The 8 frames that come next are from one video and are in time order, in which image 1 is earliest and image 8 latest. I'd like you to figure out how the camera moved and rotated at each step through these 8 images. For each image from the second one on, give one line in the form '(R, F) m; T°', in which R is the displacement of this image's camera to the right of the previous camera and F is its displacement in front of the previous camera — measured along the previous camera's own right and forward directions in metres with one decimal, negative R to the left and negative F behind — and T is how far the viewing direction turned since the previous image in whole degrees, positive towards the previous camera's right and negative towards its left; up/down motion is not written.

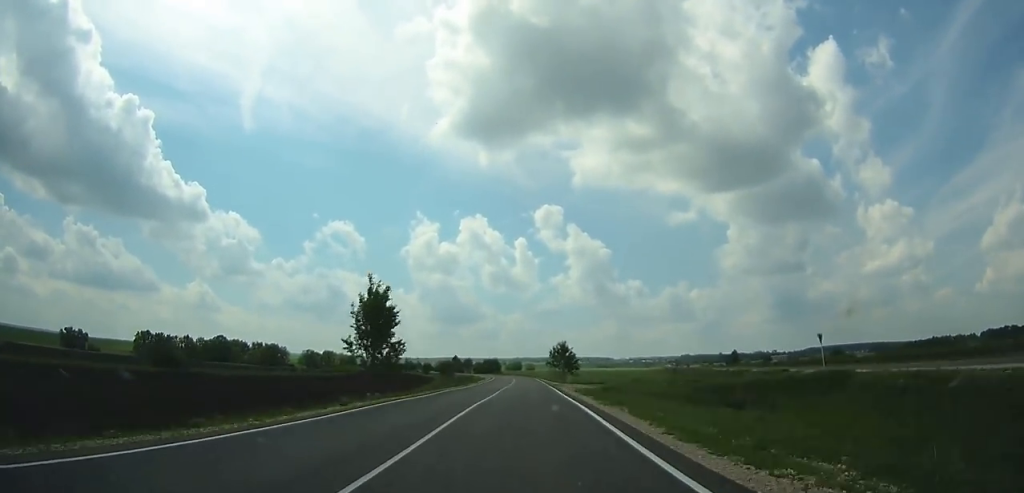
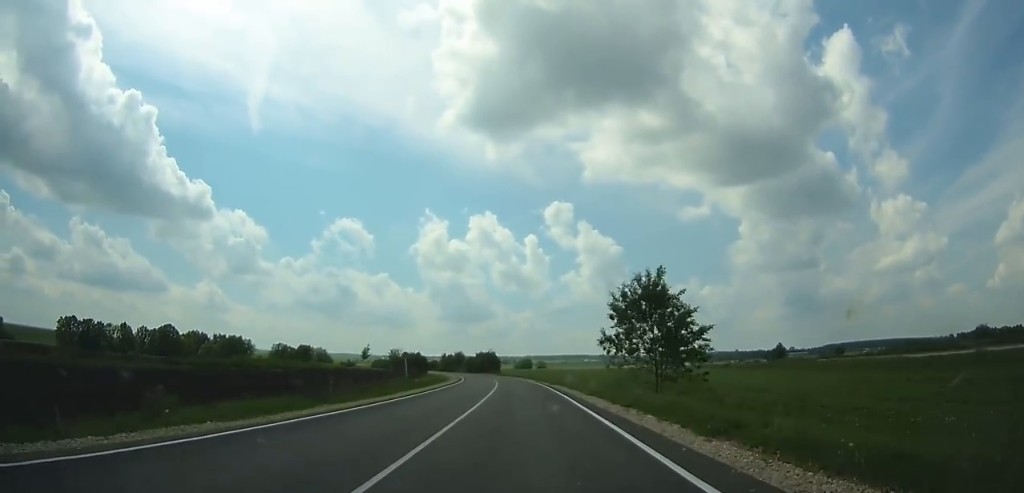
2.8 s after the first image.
(-1.4, +73.4) m; -3°
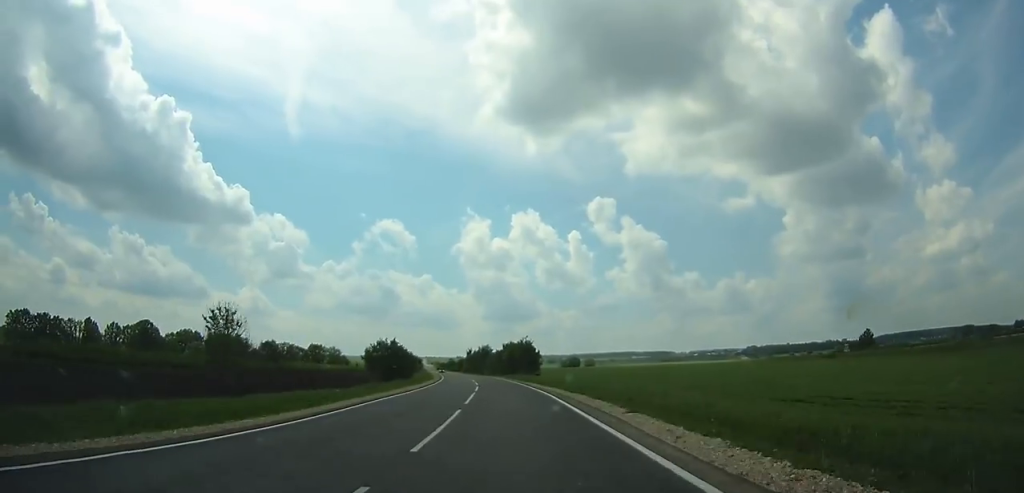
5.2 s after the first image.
(-1.9, +64.8) m; -4°
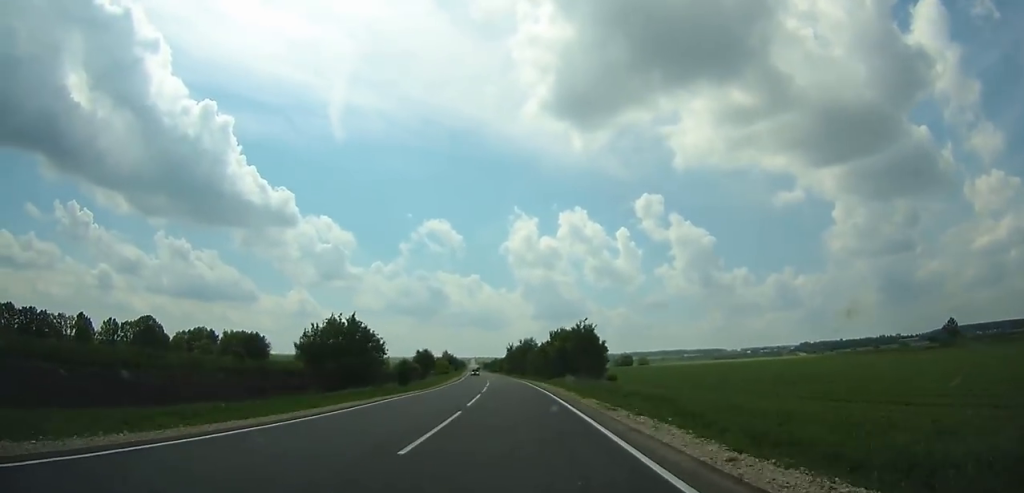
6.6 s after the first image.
(+0.3, +38.5) m; -3°
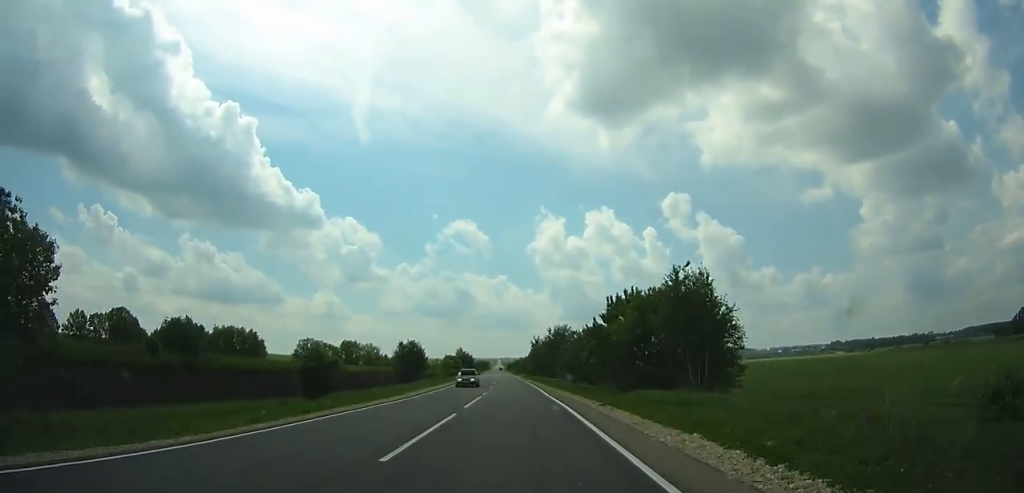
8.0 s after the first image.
(-2.4, +40.5) m; -2°
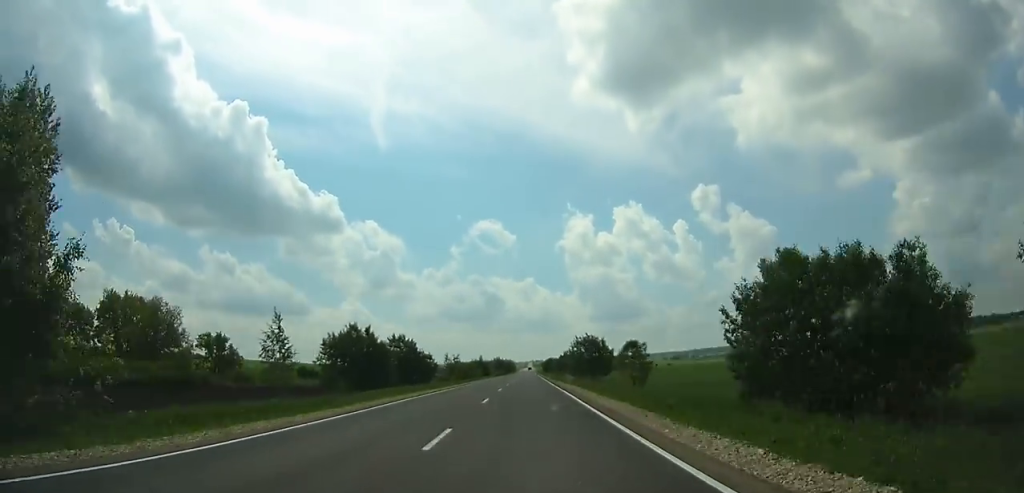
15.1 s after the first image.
(-11.7, +201.7) m; -4°
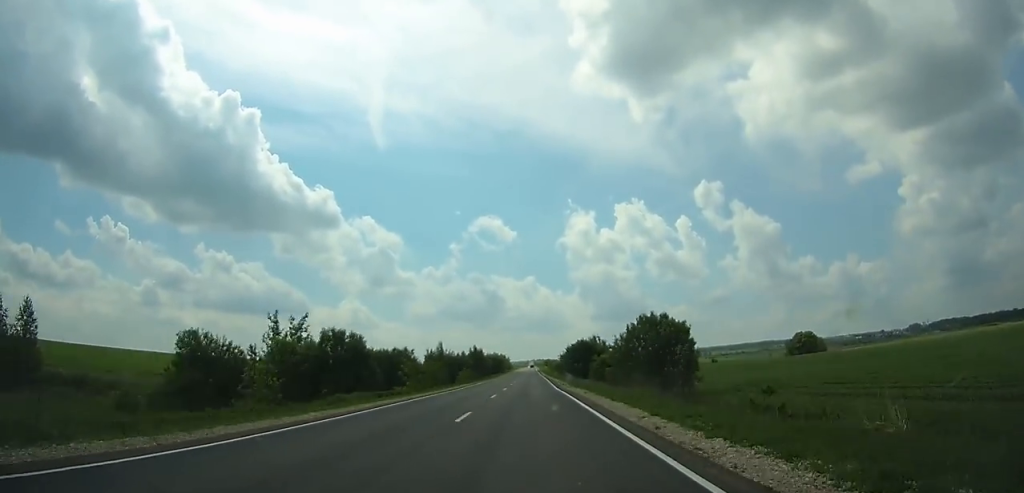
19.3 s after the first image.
(+0.3, +115.8) m; 0°
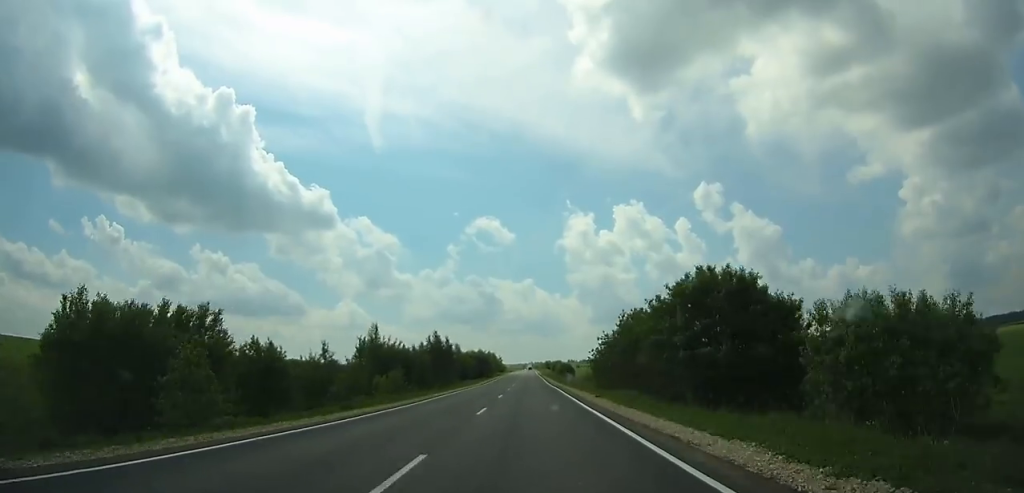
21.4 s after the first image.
(0.0, +57.6) m; 0°
